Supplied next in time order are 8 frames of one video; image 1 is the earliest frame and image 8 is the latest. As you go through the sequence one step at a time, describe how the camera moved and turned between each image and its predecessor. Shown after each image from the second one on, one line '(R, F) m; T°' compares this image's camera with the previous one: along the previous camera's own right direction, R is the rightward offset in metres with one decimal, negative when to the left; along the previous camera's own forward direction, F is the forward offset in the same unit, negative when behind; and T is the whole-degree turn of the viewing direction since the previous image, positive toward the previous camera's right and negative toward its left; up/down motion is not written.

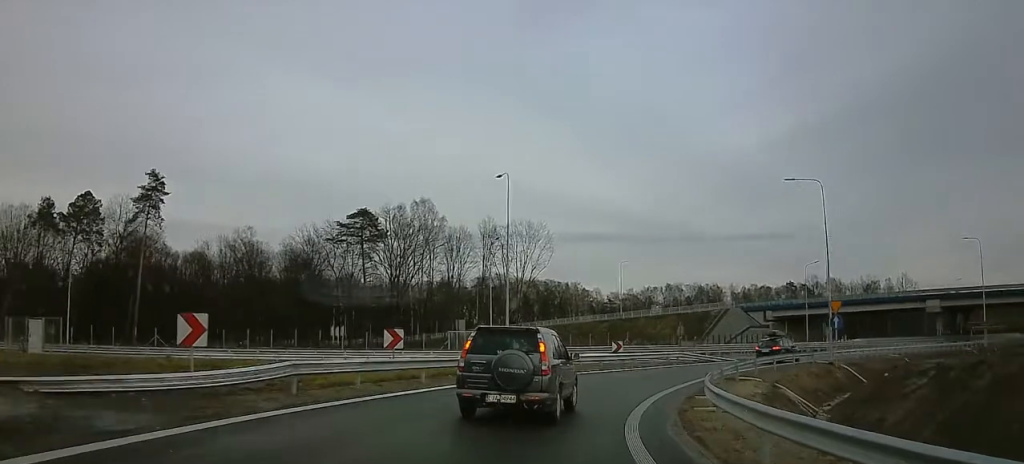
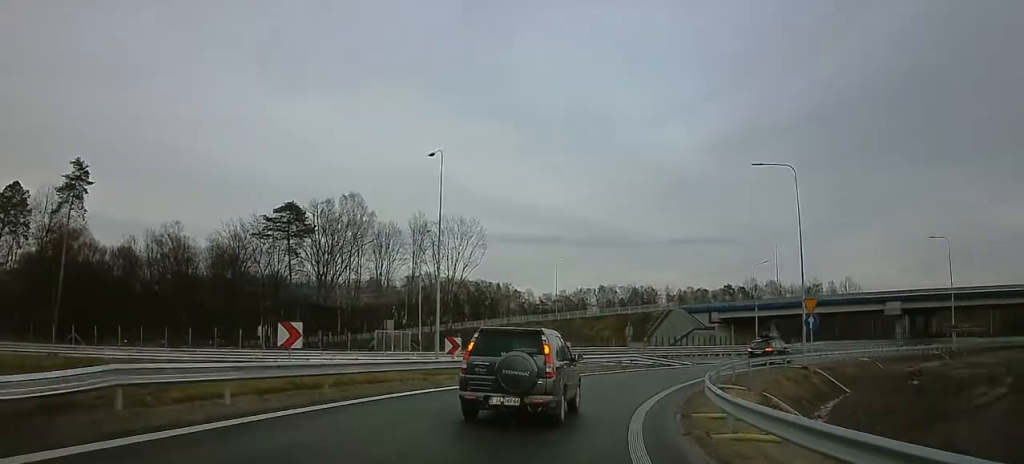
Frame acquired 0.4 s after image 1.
(+0.1, +5.2) m; +3°
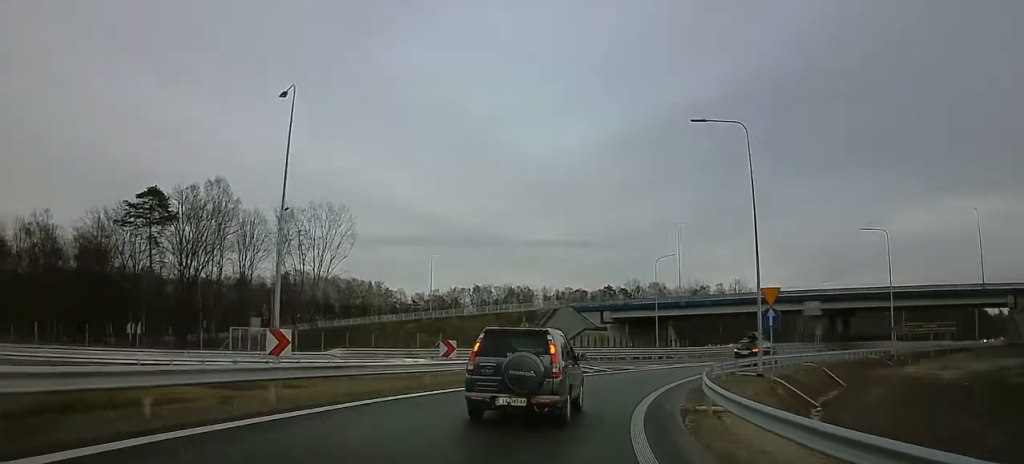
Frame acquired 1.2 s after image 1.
(-1.9, +8.7) m; +14°
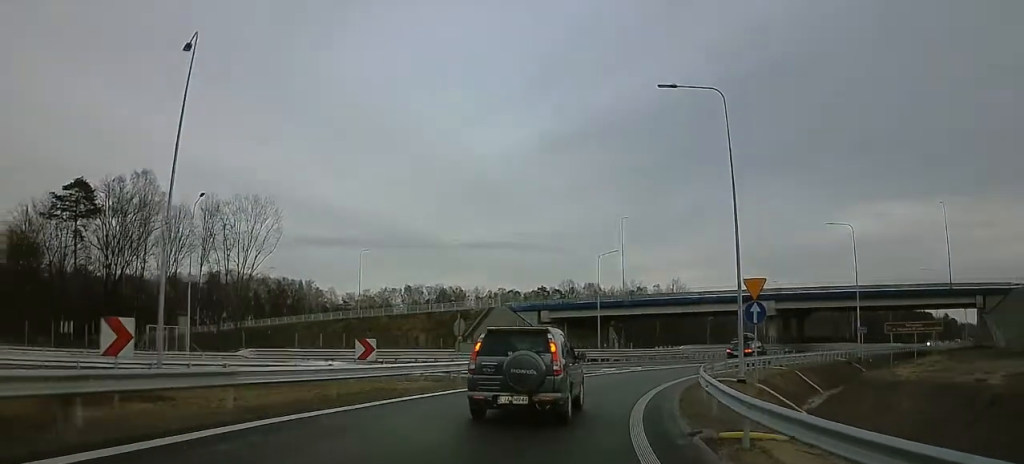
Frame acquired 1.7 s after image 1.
(+2.1, +5.3) m; +11°
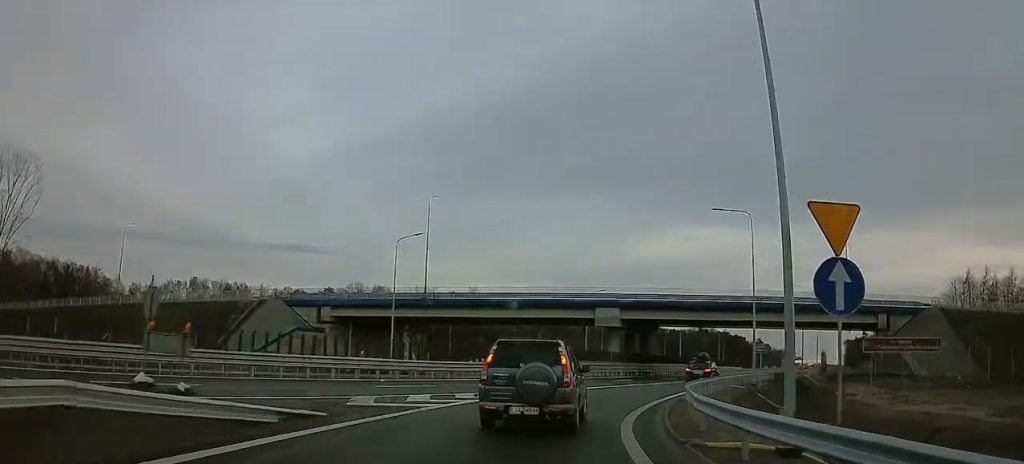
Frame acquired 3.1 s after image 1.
(+5.2, +17.9) m; +13°
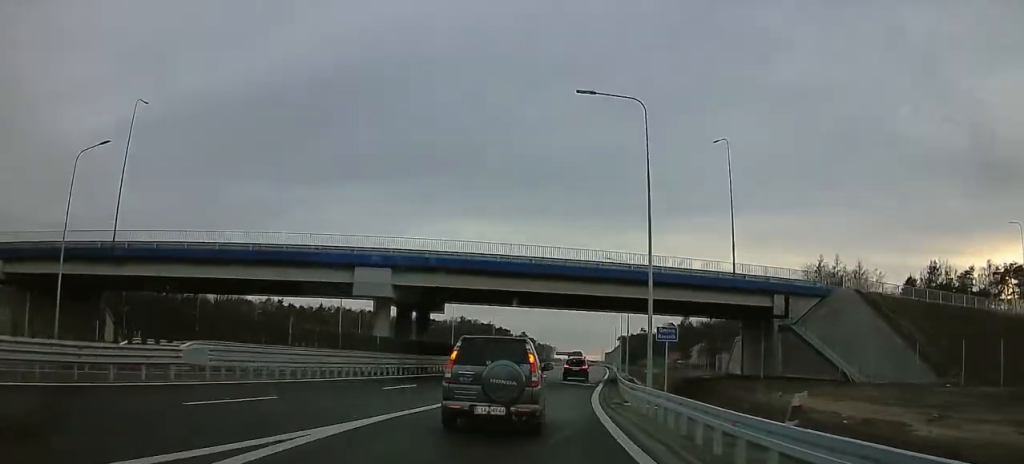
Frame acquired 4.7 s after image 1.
(+2.7, +22.2) m; +24°
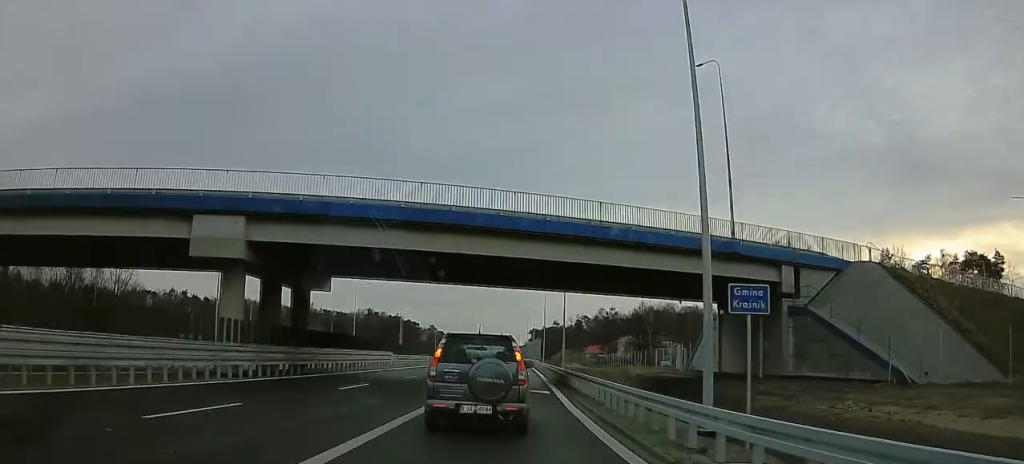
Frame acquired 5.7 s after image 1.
(+2.5, +14.3) m; +9°
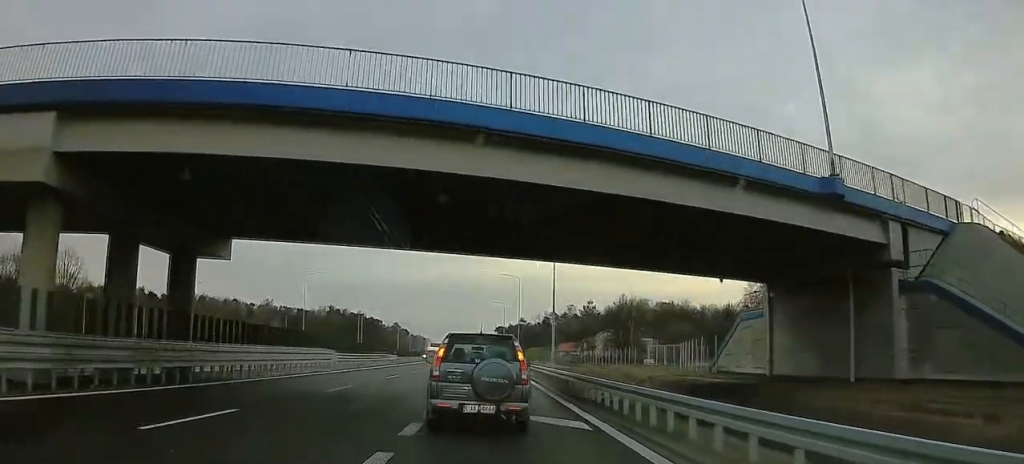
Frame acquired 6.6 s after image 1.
(-0.2, +13.3) m; -1°
